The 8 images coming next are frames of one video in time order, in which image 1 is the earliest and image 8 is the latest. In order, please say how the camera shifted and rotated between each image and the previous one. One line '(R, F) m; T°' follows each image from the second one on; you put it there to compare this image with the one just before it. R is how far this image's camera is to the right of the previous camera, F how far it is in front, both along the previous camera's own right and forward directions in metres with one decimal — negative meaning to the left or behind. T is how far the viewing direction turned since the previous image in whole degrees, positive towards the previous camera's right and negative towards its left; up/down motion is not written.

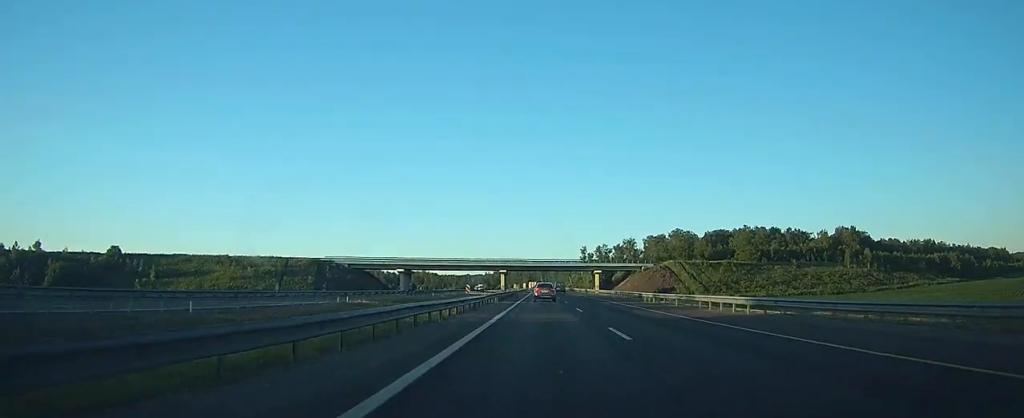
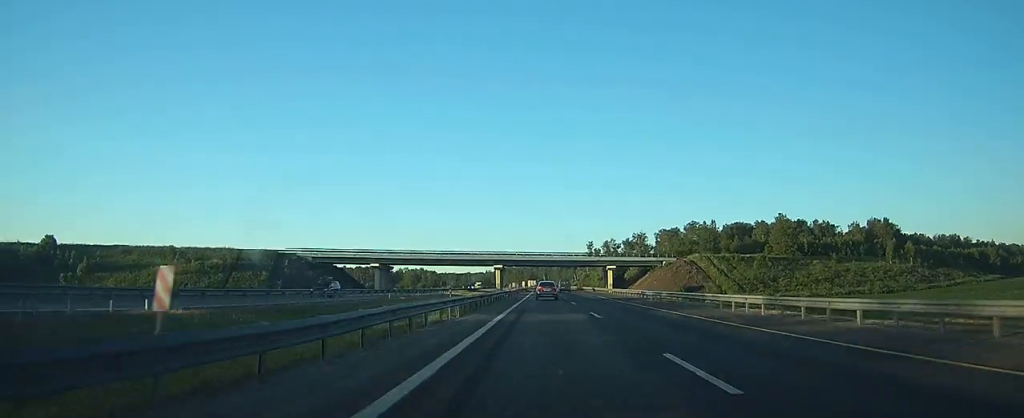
(0.0, +23.1) m; 0°
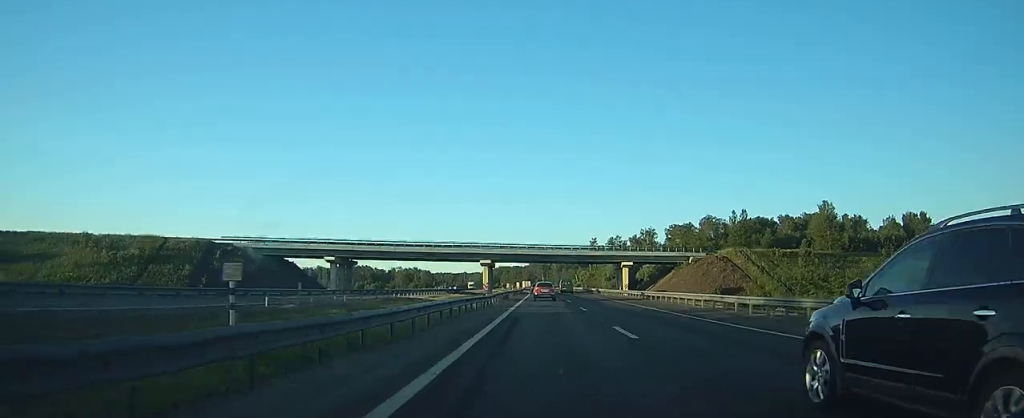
(0.0, +24.1) m; 0°
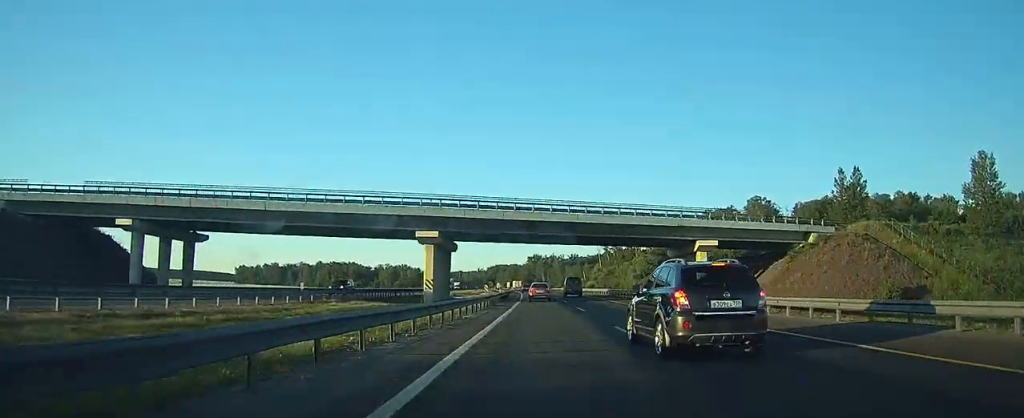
(0.0, +48.0) m; 0°
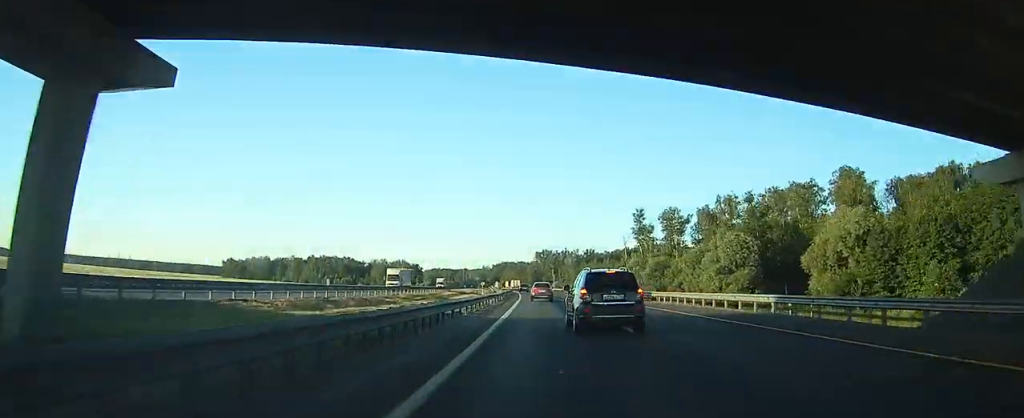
(-0.2, +46.4) m; -1°
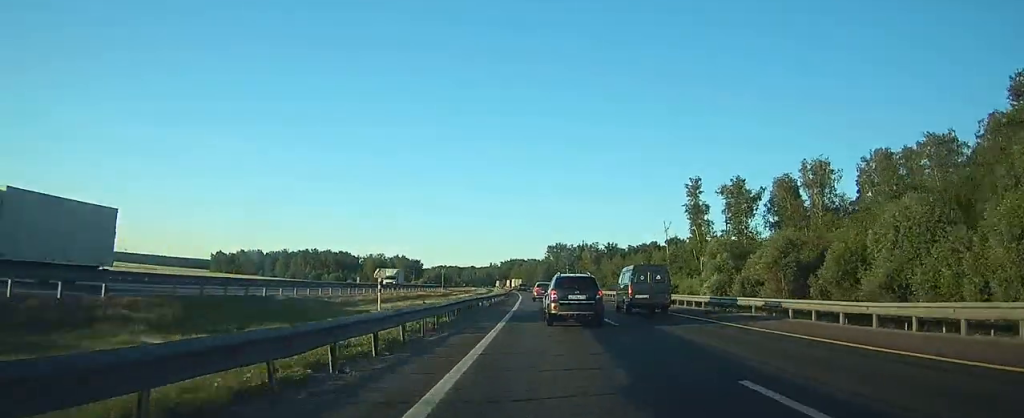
(-0.3, +43.7) m; -1°
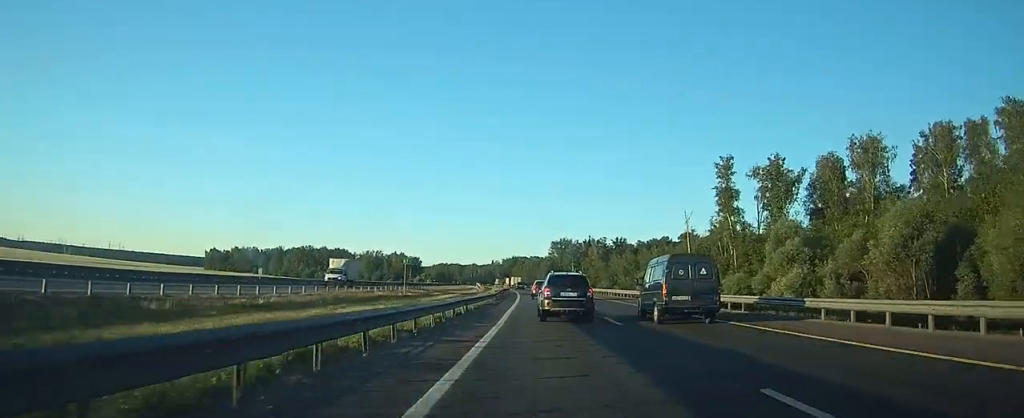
(0.0, +16.7) m; 0°
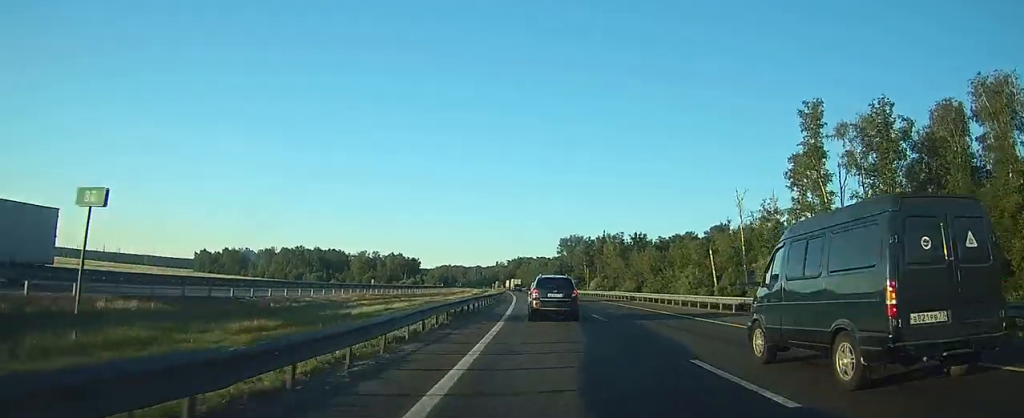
(-0.1, +28.9) m; -1°
